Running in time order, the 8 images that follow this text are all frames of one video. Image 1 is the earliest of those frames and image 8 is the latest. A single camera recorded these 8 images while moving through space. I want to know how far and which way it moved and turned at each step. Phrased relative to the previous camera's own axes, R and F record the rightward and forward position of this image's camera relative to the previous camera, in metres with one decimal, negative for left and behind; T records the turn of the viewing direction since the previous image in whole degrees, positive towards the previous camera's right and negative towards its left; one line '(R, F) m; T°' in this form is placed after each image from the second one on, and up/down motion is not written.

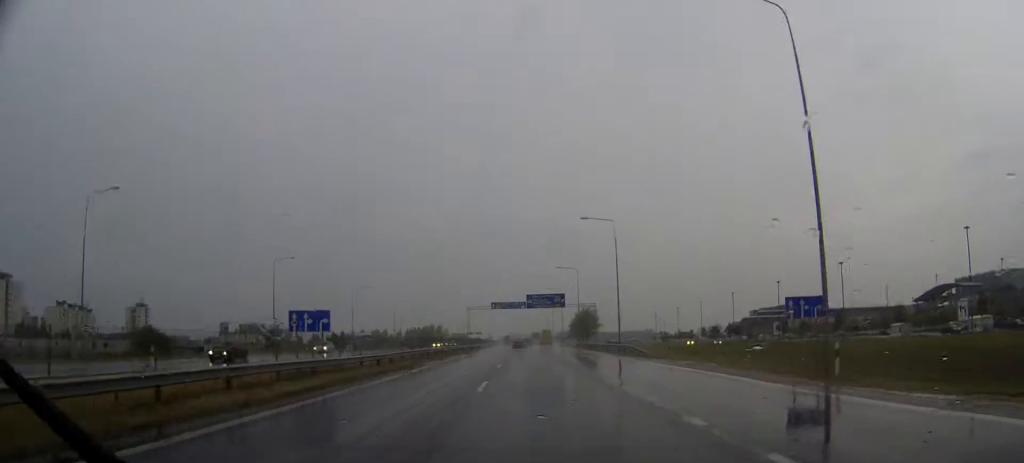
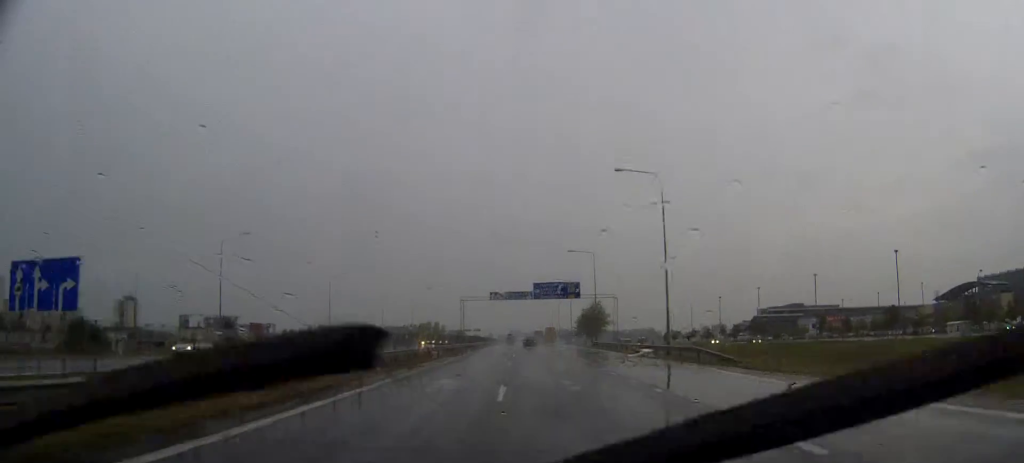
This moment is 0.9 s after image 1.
(0.0, +19.4) m; 0°
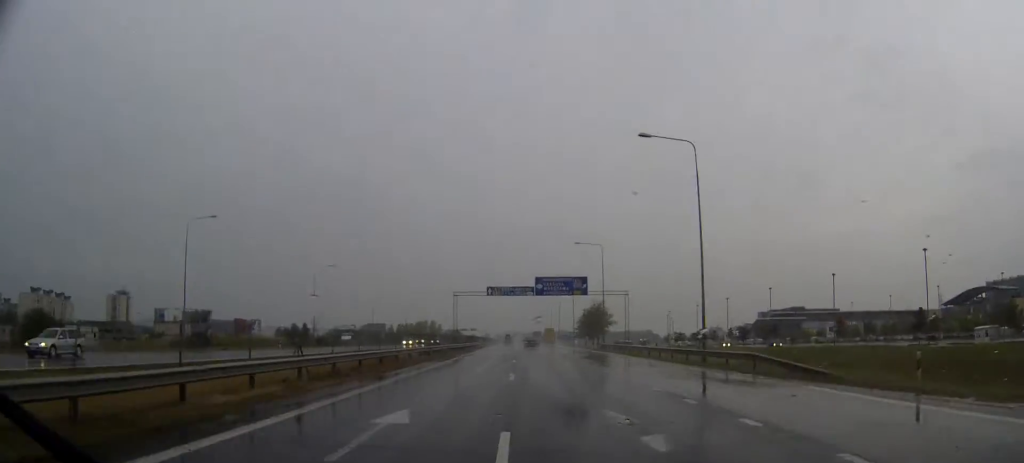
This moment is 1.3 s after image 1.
(0.0, +9.0) m; 0°
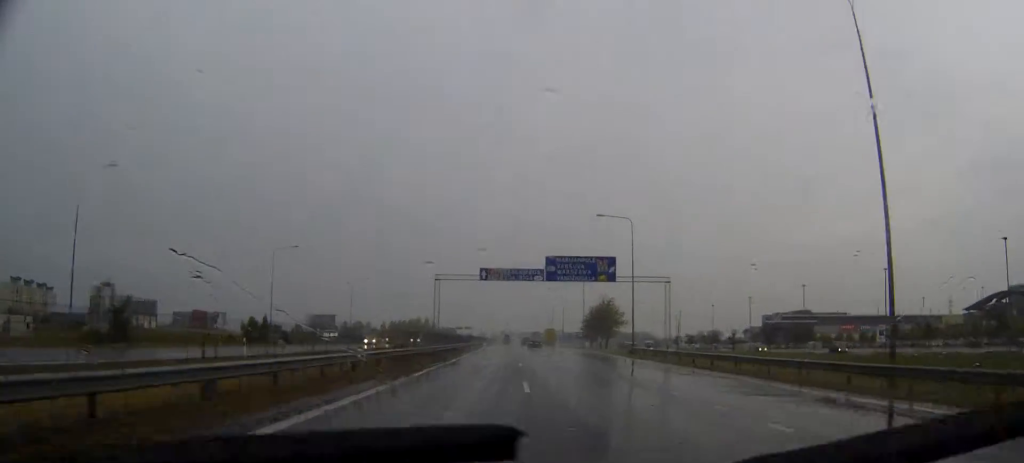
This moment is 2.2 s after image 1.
(0.0, +20.2) m; 0°
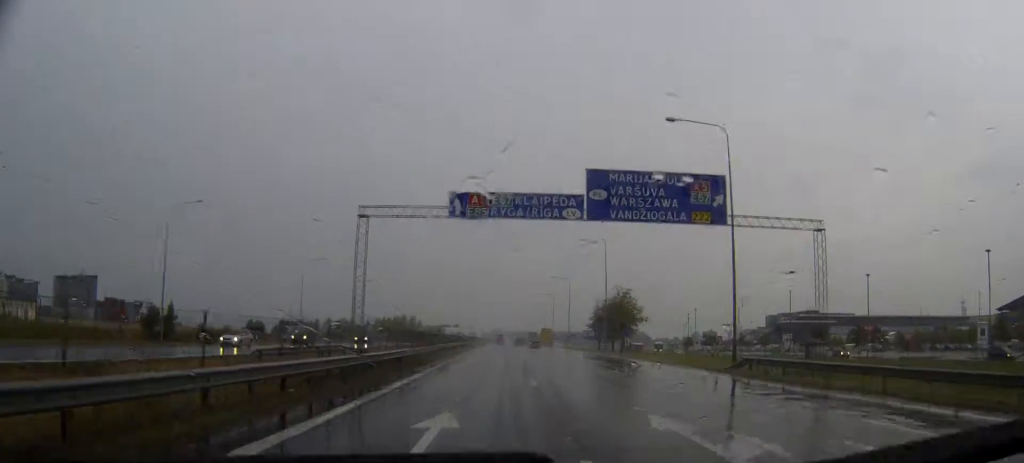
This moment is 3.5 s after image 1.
(+0.2, +29.9) m; +1°
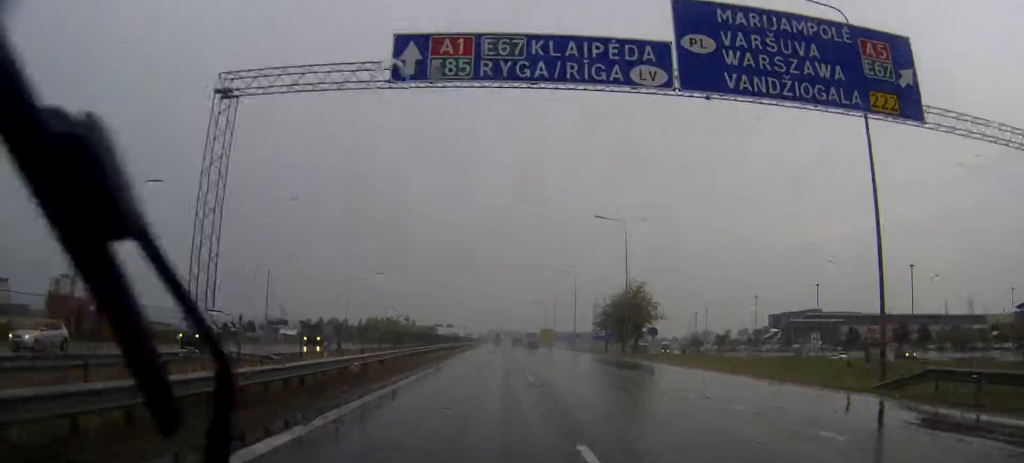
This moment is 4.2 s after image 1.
(+0.1, +14.9) m; 0°
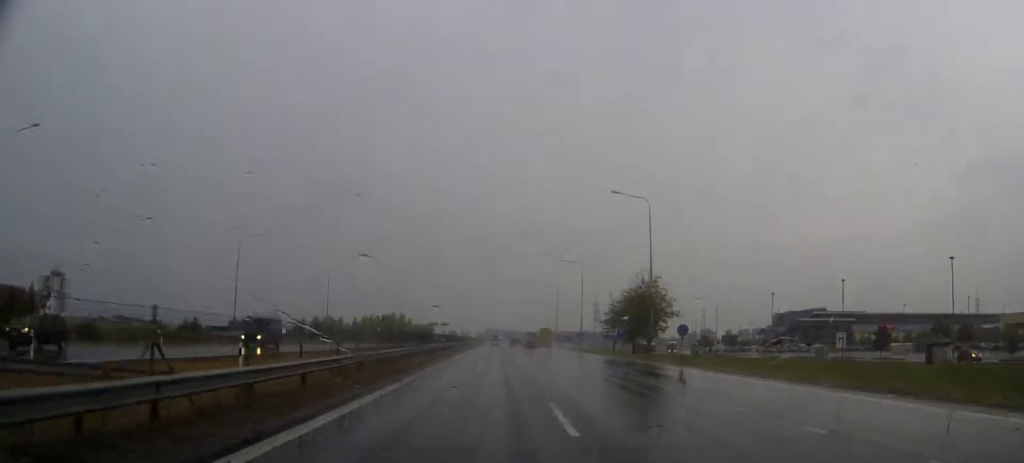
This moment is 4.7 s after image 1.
(0.0, +11.2) m; 0°
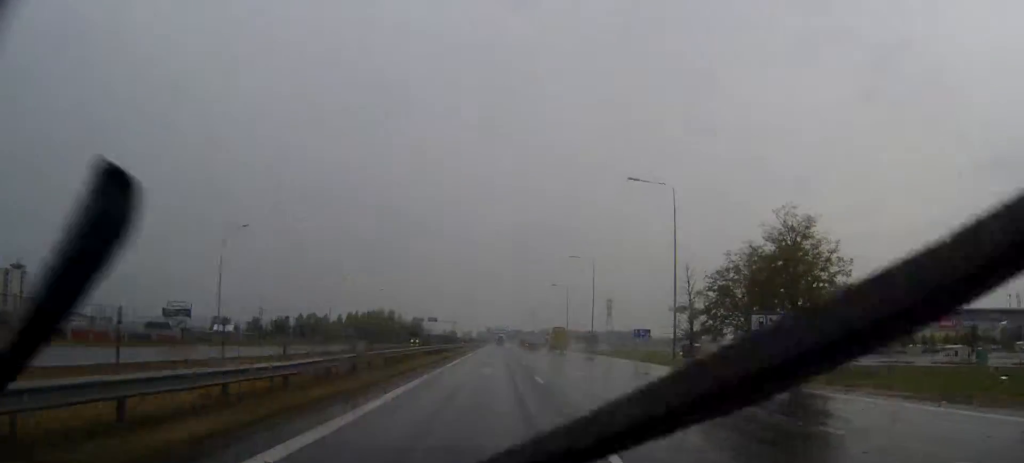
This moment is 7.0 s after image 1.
(0.0, +52.1) m; 0°
